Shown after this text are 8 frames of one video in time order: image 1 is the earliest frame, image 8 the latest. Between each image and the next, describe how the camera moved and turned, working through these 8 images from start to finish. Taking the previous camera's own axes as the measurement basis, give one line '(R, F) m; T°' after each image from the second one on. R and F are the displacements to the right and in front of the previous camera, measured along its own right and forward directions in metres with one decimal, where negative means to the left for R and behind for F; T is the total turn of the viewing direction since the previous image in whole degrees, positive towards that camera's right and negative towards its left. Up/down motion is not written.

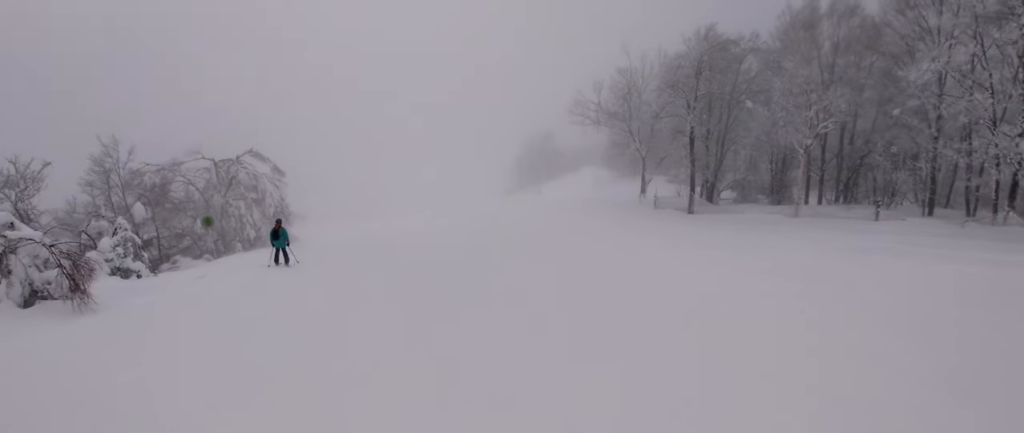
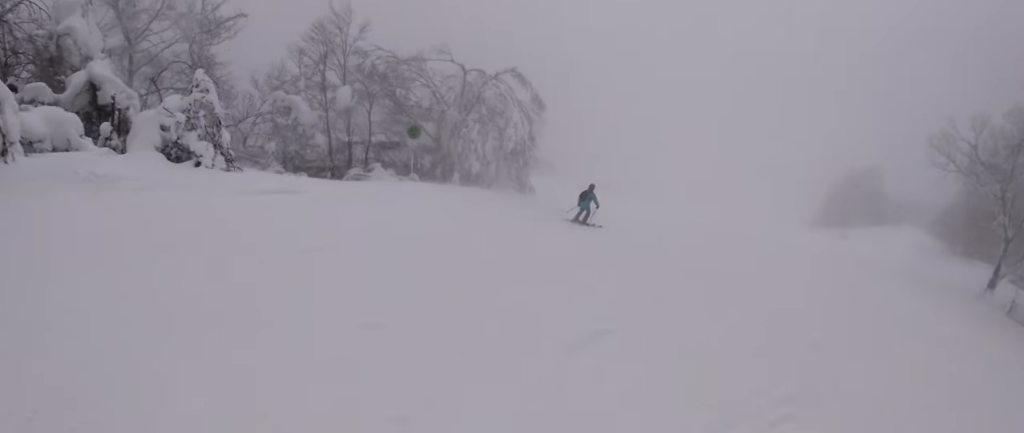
(+0.3, +8.9) m; -7°
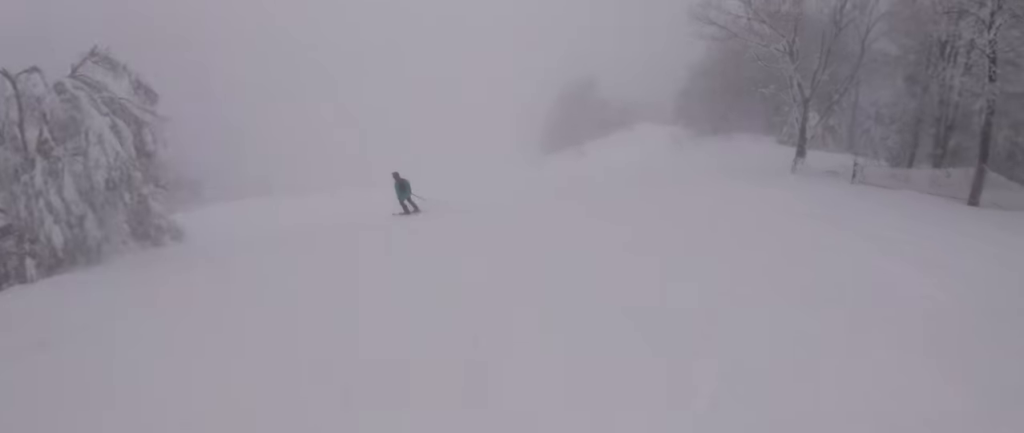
(-0.9, +10.0) m; +6°
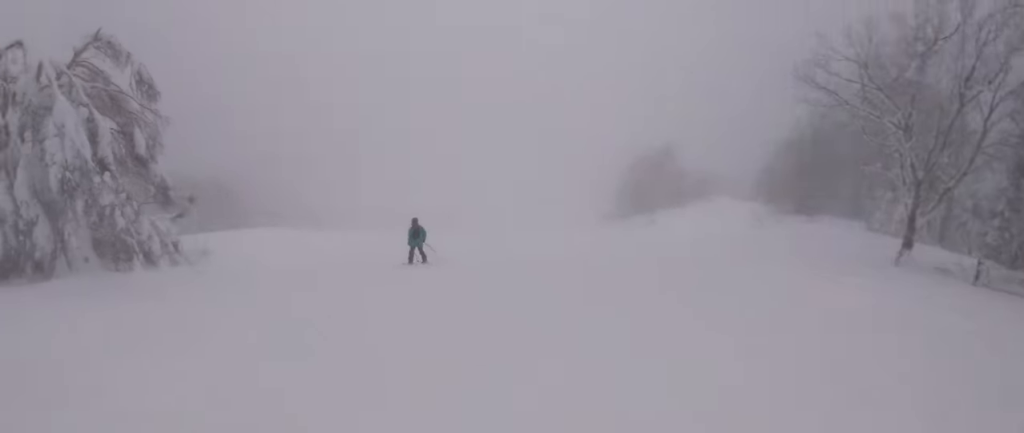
(+0.9, +3.5) m; 0°
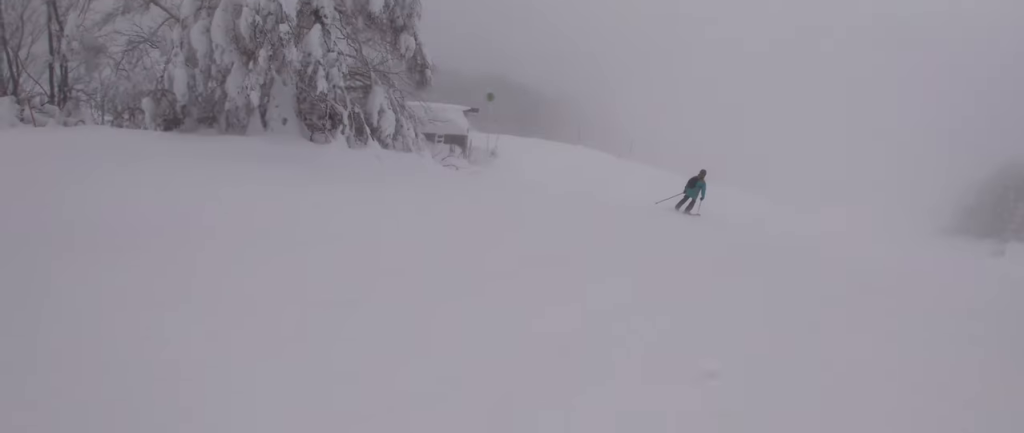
(0.0, +3.6) m; -6°
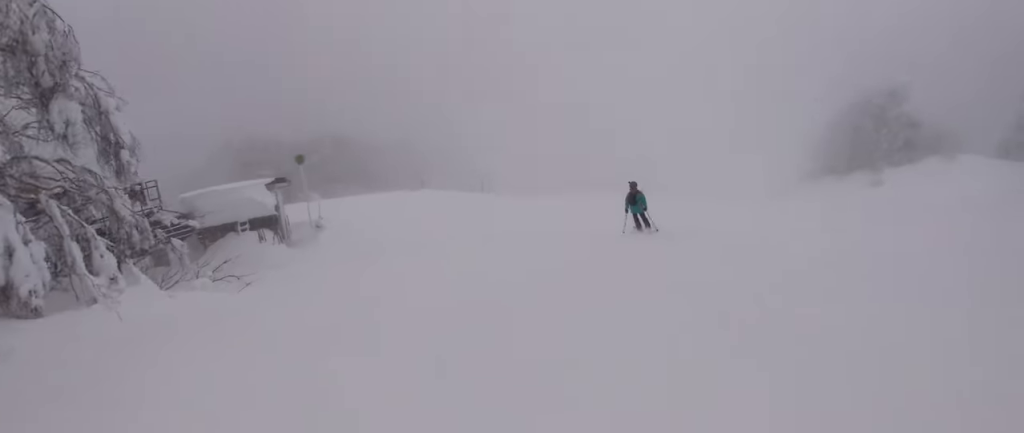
(-1.3, +6.1) m; -7°
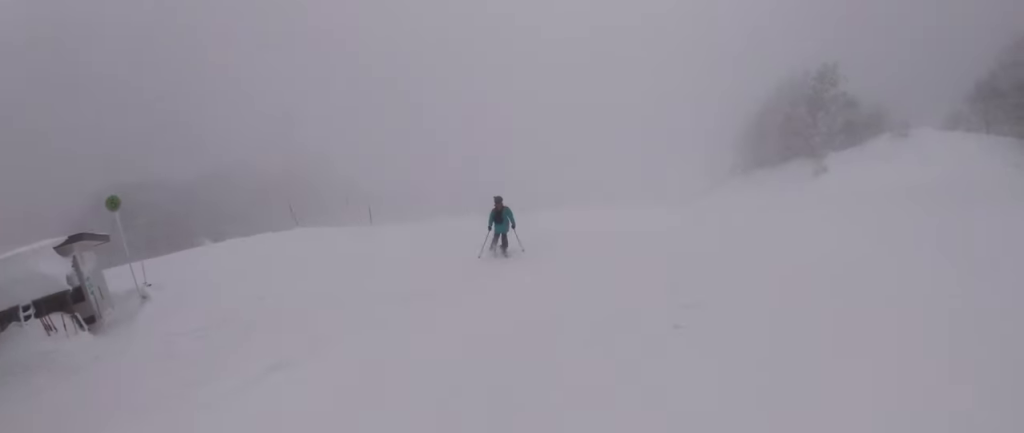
(+1.7, +7.5) m; +7°
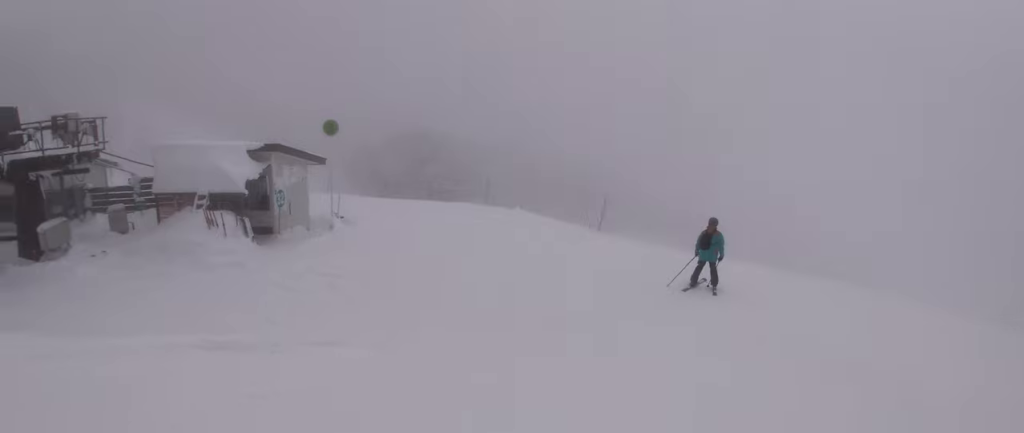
(-1.3, +3.7) m; -15°
